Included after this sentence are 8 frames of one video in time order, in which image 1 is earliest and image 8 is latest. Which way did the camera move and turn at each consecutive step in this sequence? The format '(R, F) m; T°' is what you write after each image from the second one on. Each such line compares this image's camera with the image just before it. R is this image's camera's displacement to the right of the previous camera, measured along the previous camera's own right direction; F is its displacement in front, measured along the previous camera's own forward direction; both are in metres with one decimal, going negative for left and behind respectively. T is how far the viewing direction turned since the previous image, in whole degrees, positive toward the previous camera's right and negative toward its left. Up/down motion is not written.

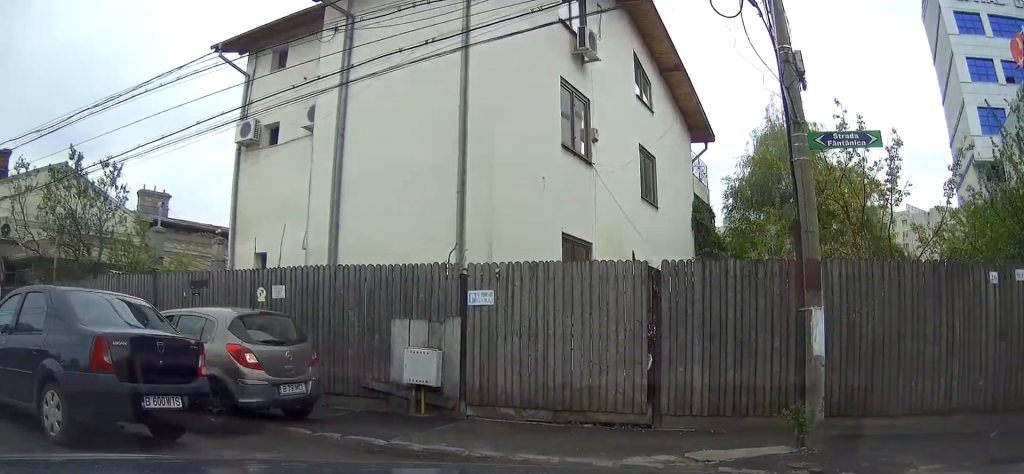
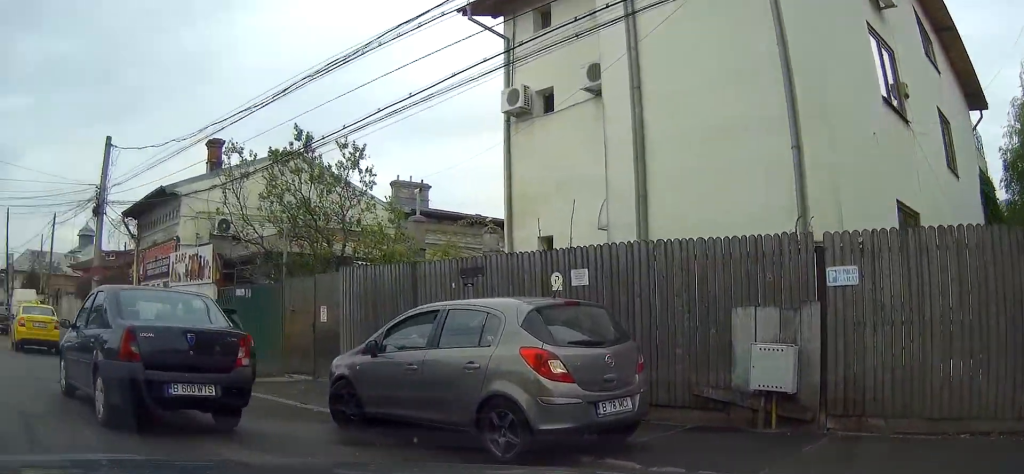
(-0.2, +1.9) m; -16°
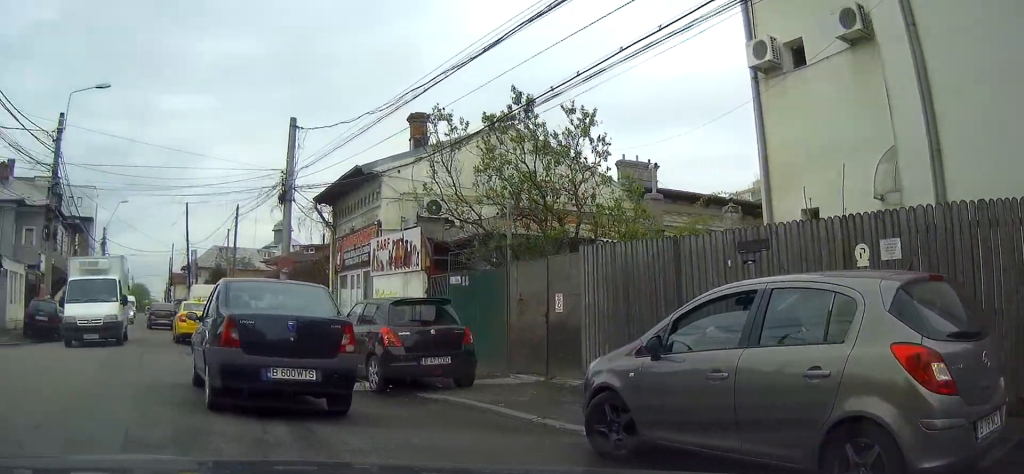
(-0.2, +1.7) m; -12°
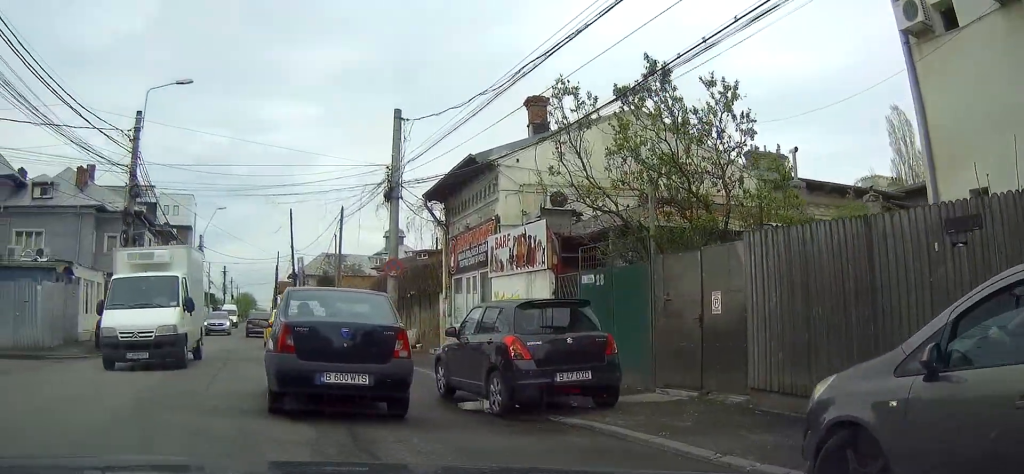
(-0.2, +1.7) m; -9°
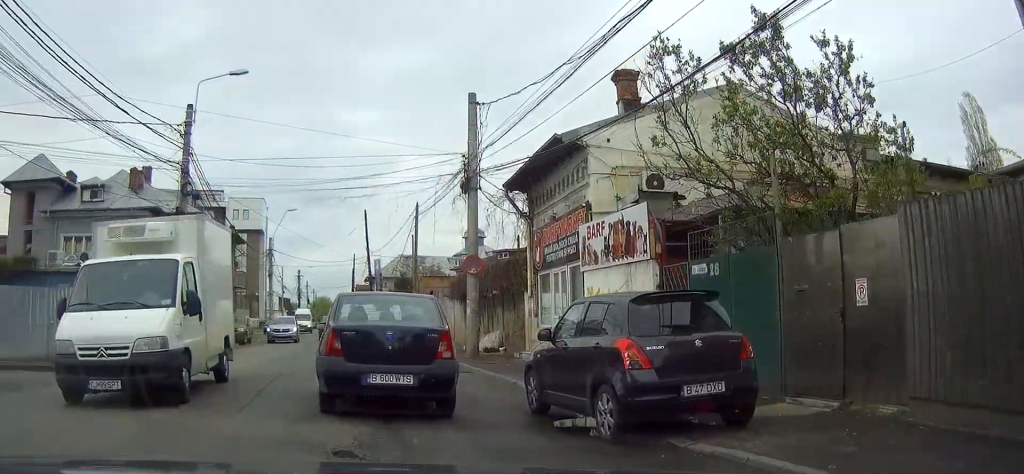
(-0.1, +1.8) m; -7°
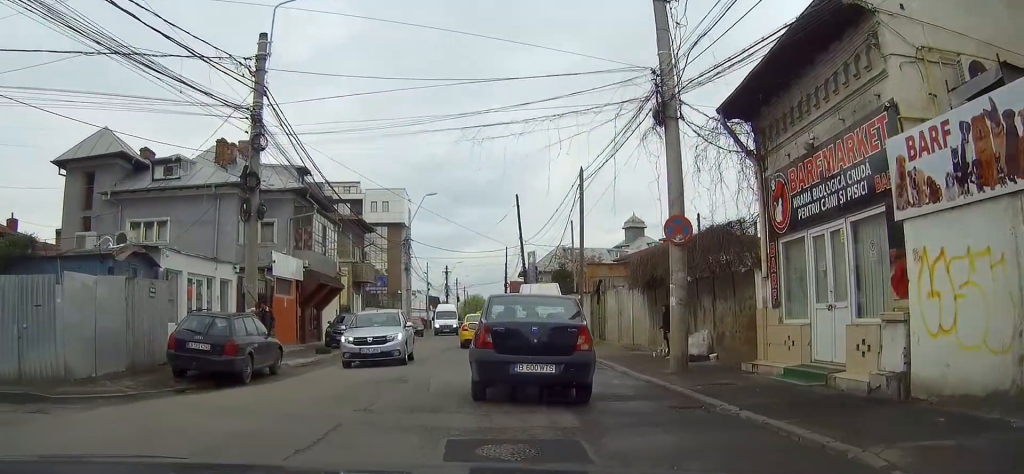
(-1.2, +7.2) m; -16°
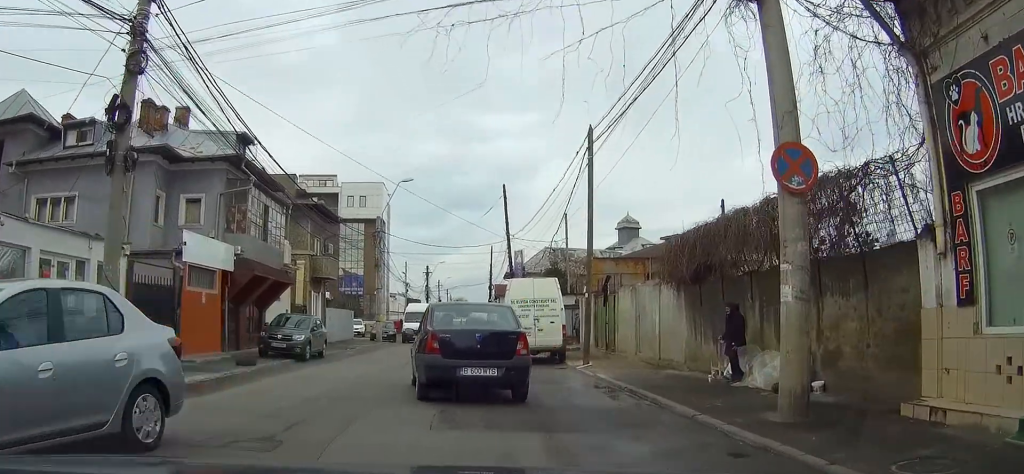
(-0.3, +7.0) m; 0°
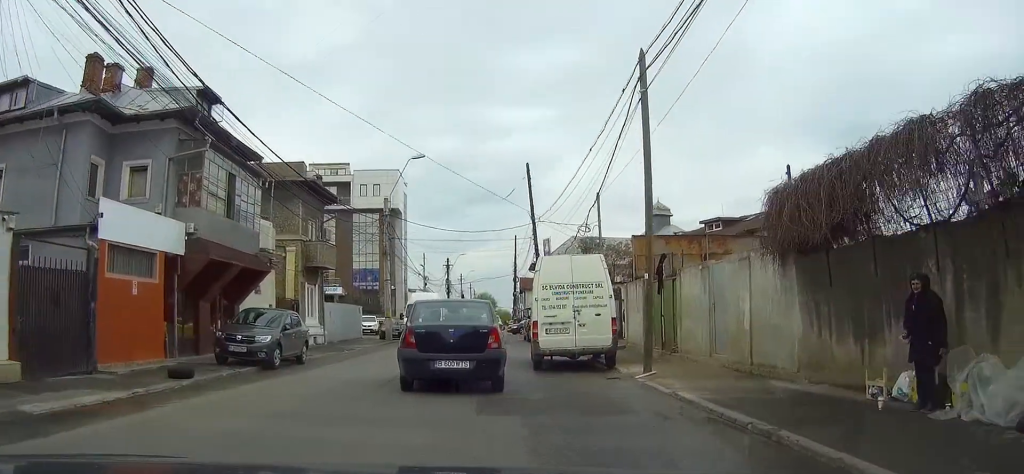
(+0.3, +5.8) m; 0°
